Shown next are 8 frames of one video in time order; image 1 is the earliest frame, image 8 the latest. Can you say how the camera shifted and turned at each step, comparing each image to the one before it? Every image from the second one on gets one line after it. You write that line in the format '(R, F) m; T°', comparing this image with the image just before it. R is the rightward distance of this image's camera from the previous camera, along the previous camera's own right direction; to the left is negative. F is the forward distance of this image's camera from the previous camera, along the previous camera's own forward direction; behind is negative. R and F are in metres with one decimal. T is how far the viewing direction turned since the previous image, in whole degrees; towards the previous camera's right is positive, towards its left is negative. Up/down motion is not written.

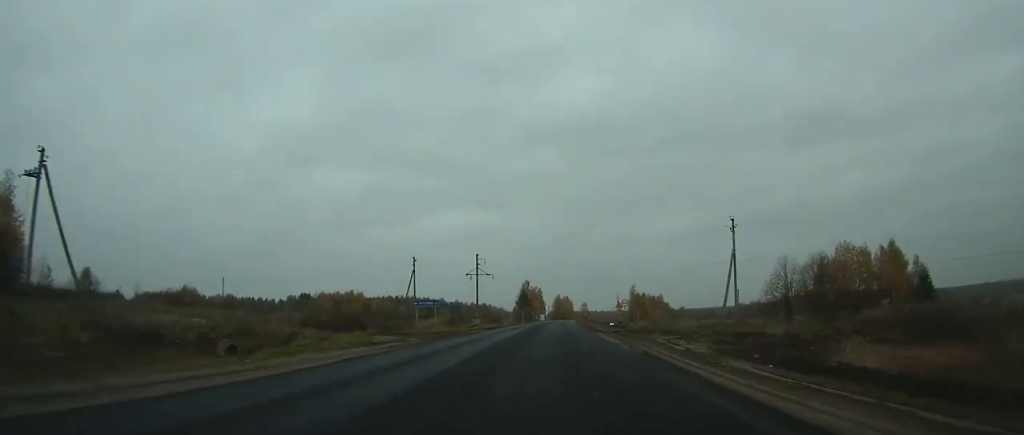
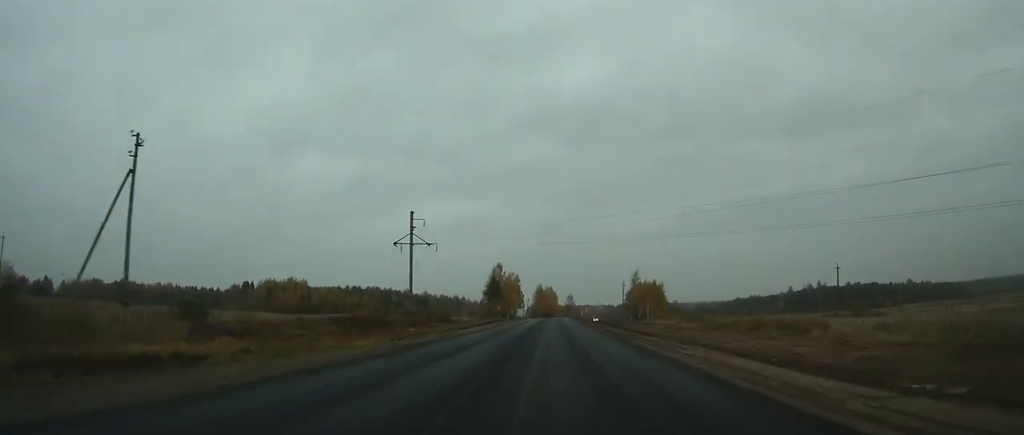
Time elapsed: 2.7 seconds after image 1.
(+1.0, +67.9) m; +2°
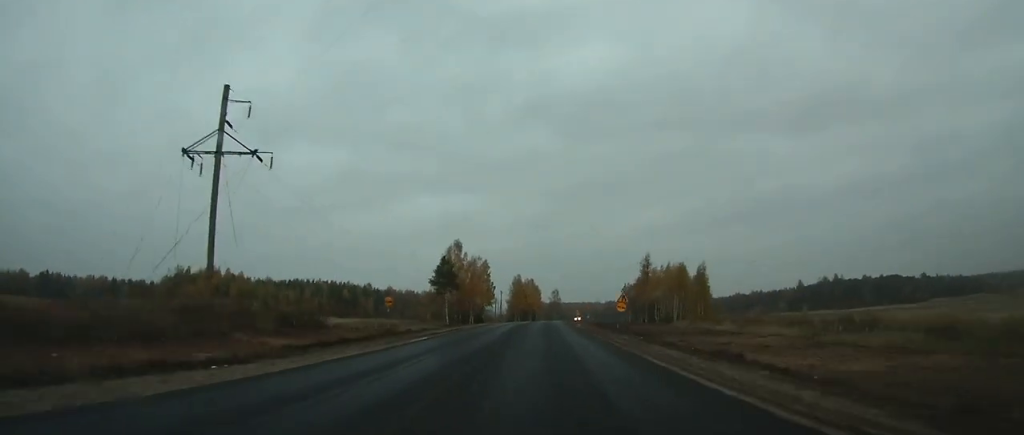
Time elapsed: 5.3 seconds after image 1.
(+1.0, +60.8) m; +2°
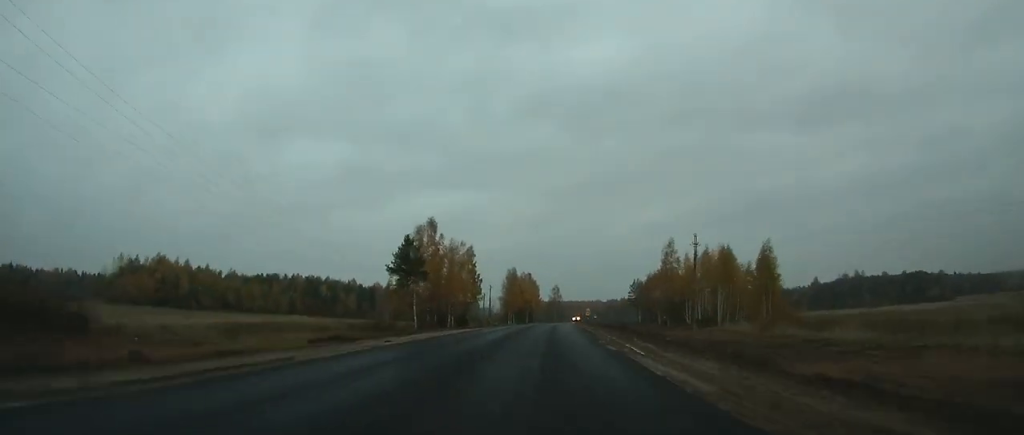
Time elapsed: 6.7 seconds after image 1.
(+0.2, +31.6) m; +1°
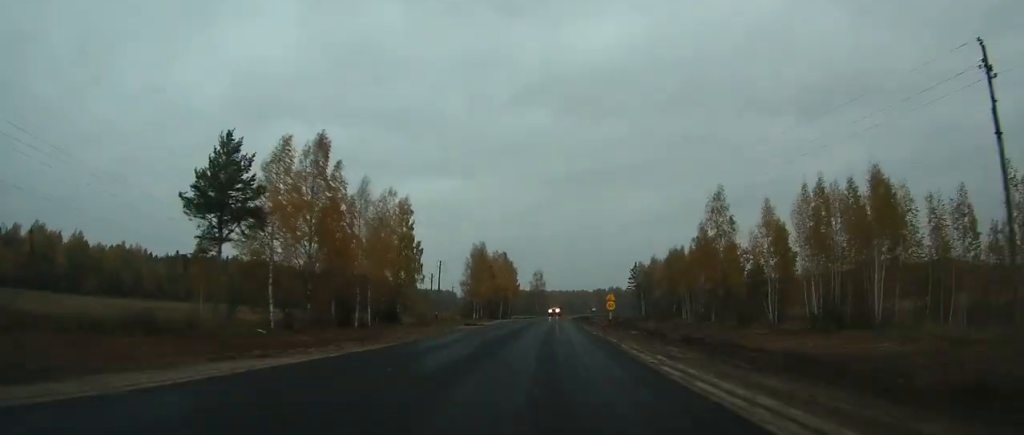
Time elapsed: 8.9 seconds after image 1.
(+0.6, +50.4) m; +2°
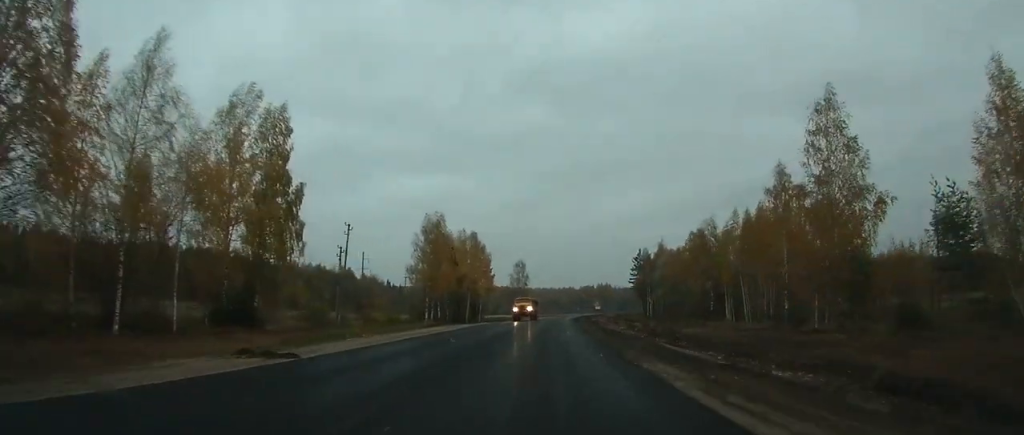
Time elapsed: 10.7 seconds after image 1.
(+0.5, +43.1) m; +2°
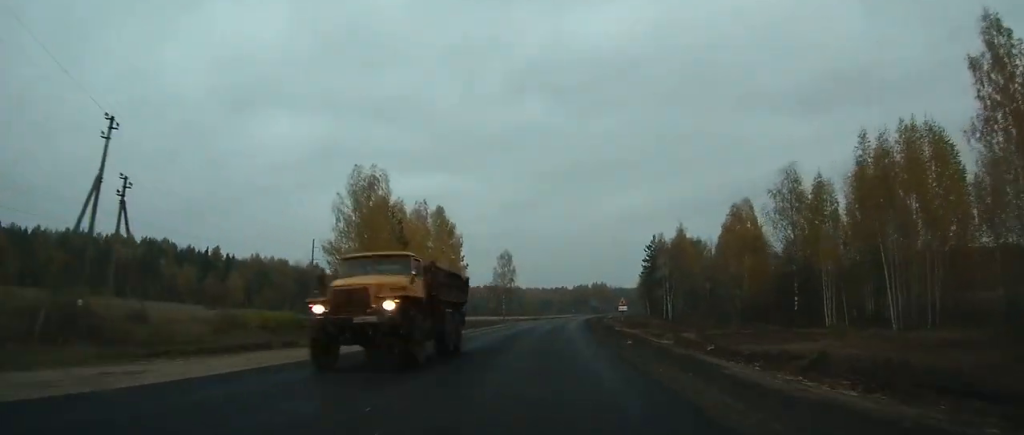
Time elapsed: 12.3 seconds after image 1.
(+0.4, +36.6) m; +2°
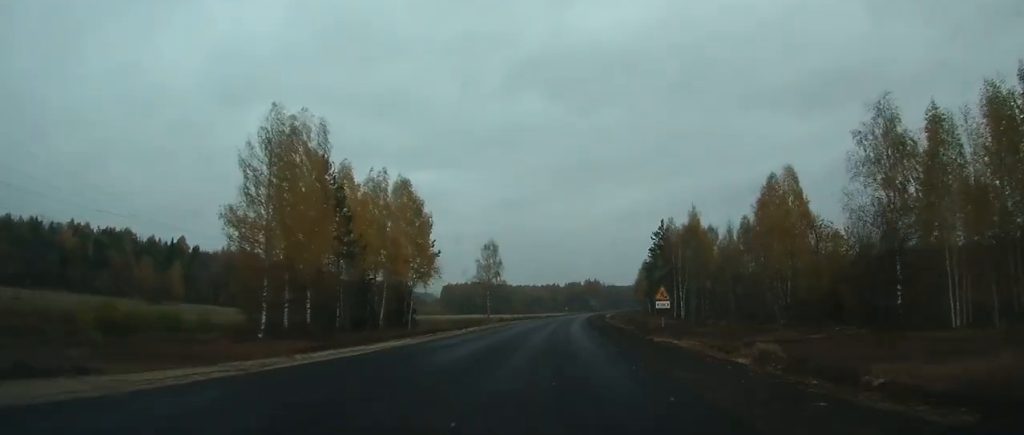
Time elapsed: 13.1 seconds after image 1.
(+0.3, +20.2) m; +1°
